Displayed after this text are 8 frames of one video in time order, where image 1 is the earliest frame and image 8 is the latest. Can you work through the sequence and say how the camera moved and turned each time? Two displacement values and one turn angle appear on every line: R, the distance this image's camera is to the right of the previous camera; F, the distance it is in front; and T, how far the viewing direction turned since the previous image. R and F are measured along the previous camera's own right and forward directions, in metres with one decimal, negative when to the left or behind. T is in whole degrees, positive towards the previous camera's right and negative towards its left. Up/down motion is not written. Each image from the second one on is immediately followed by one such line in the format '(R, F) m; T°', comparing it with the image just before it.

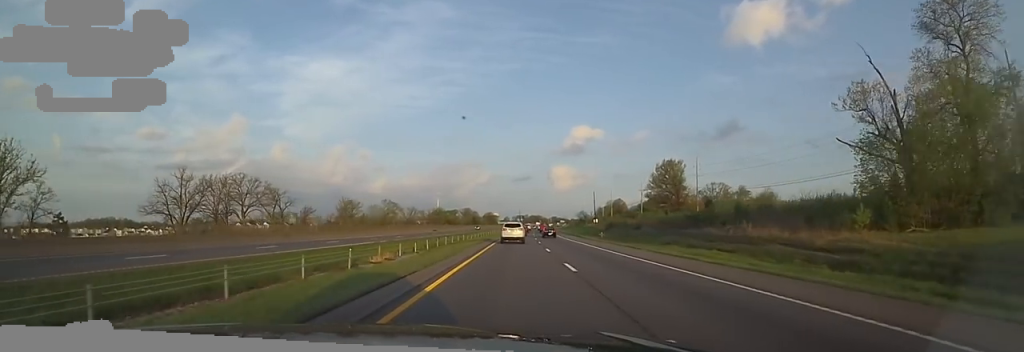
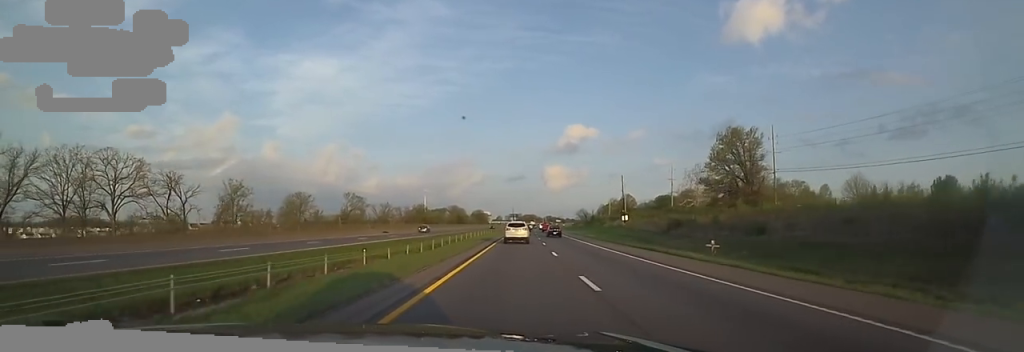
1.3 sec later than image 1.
(+1.0, +41.9) m; +1°
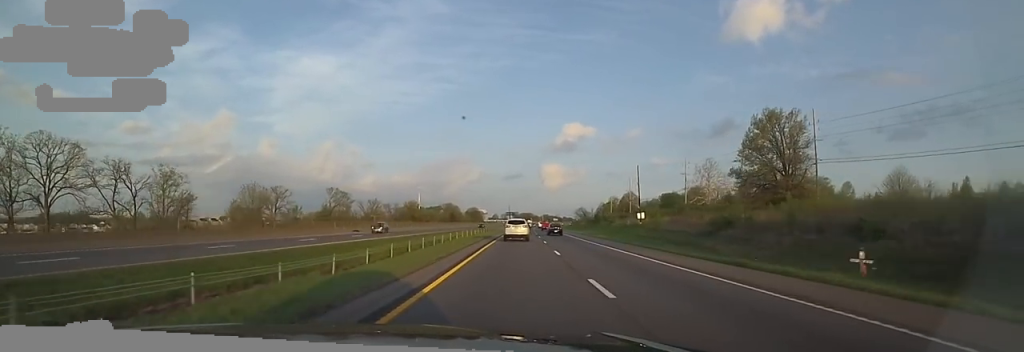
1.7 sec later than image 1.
(0.0, +13.9) m; 0°
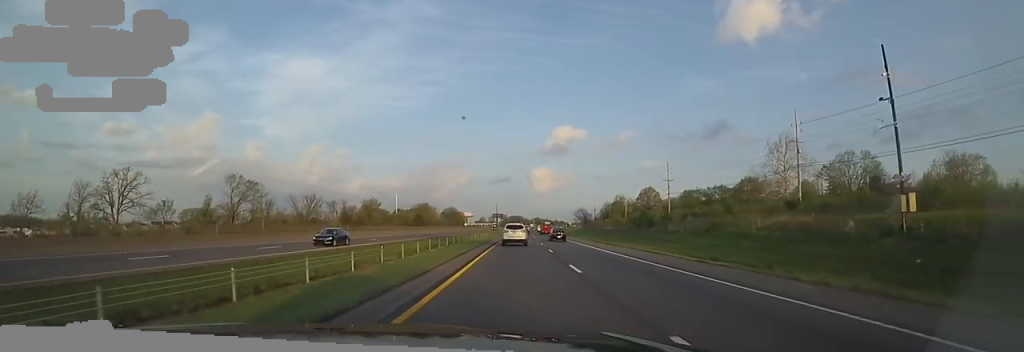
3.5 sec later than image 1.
(0.0, +56.5) m; +3°
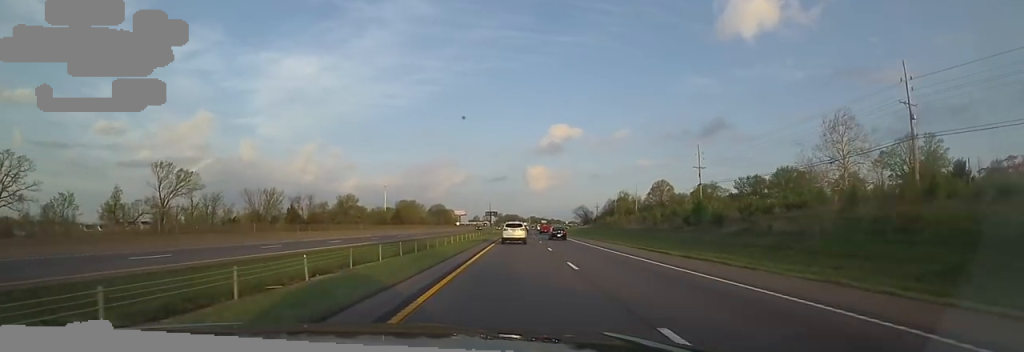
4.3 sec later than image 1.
(+1.1, +24.4) m; 0°
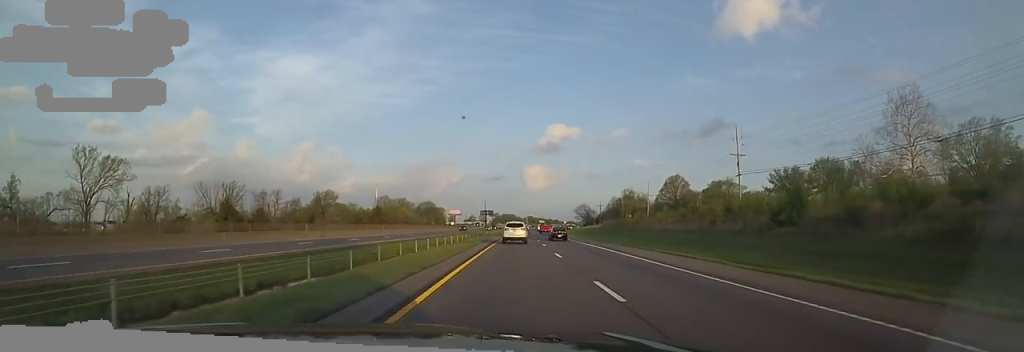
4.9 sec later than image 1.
(-0.2, +20.4) m; 0°
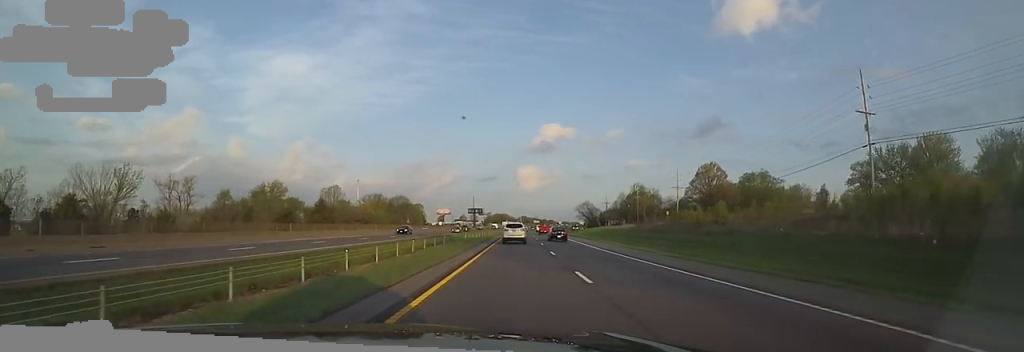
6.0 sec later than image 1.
(-0.3, +34.7) m; +1°
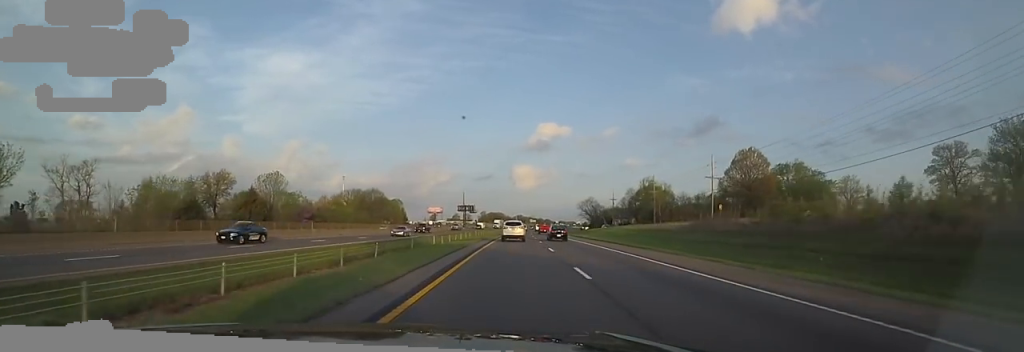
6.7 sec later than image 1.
(+0.7, +24.9) m; +2°
